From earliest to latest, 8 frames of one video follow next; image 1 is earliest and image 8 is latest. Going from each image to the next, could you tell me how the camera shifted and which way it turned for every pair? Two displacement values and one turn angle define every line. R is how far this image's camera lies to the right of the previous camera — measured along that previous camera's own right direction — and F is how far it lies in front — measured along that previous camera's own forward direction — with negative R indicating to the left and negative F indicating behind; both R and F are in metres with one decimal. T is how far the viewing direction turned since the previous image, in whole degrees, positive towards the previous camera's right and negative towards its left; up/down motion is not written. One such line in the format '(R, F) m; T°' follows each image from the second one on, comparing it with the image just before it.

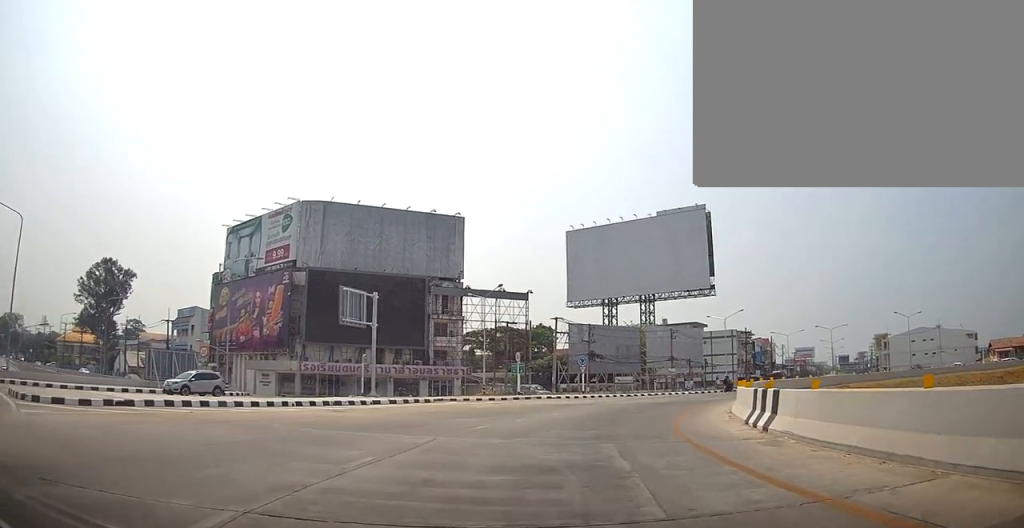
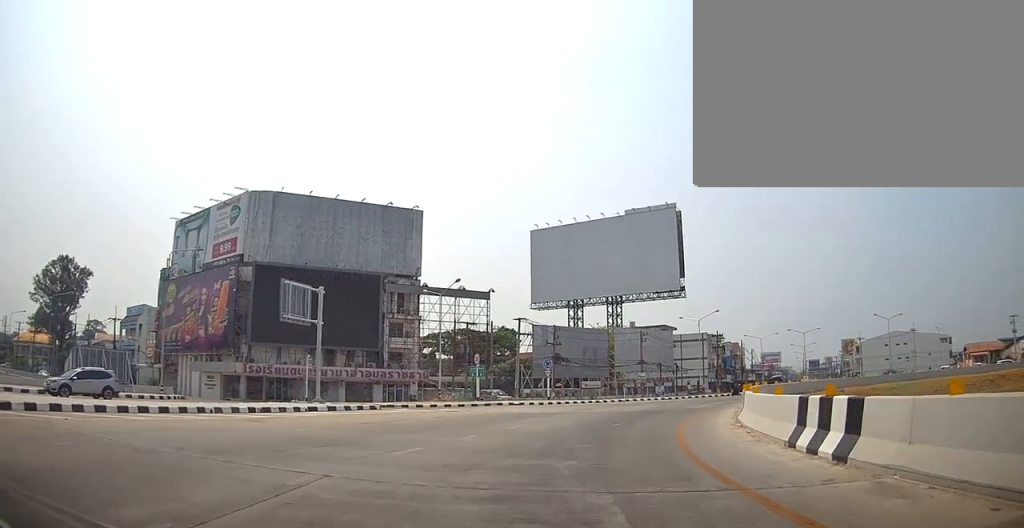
(-0.1, +2.9) m; +2°
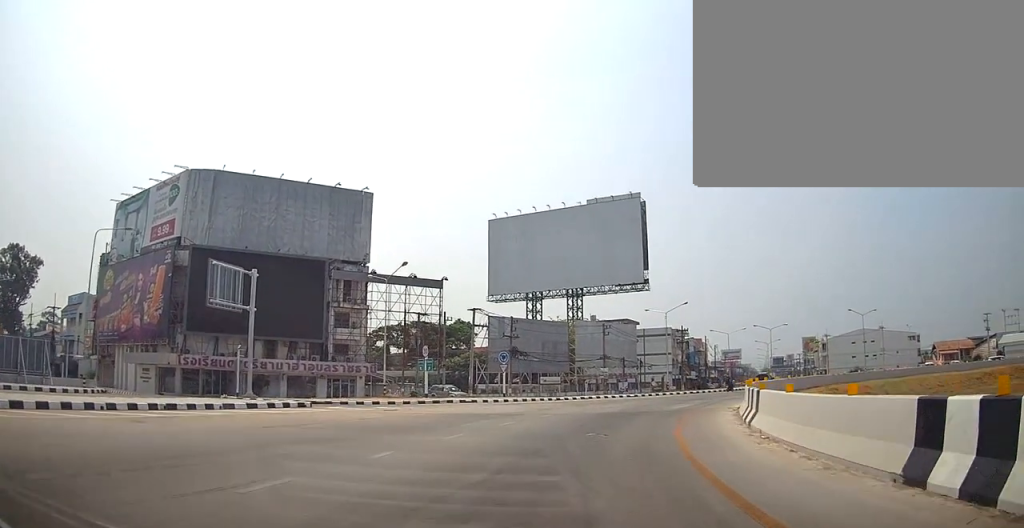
(+0.1, +3.1) m; +5°
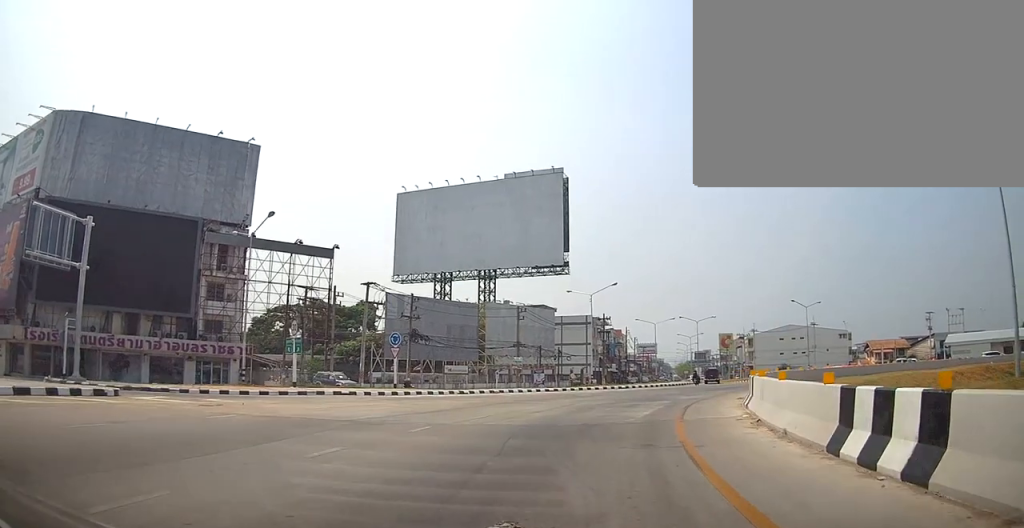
(+0.5, +6.8) m; +7°
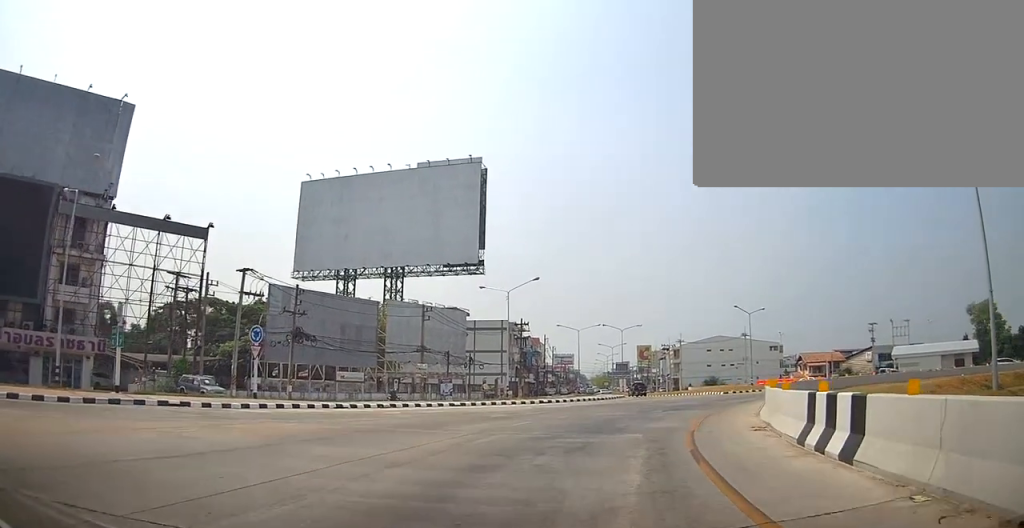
(+0.6, +7.1) m; +11°
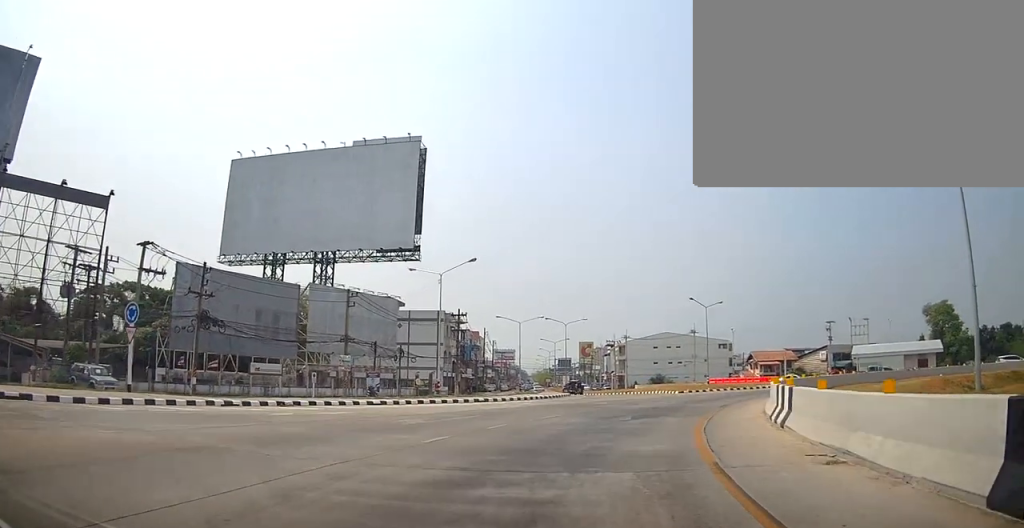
(+0.6, +4.6) m; +3°
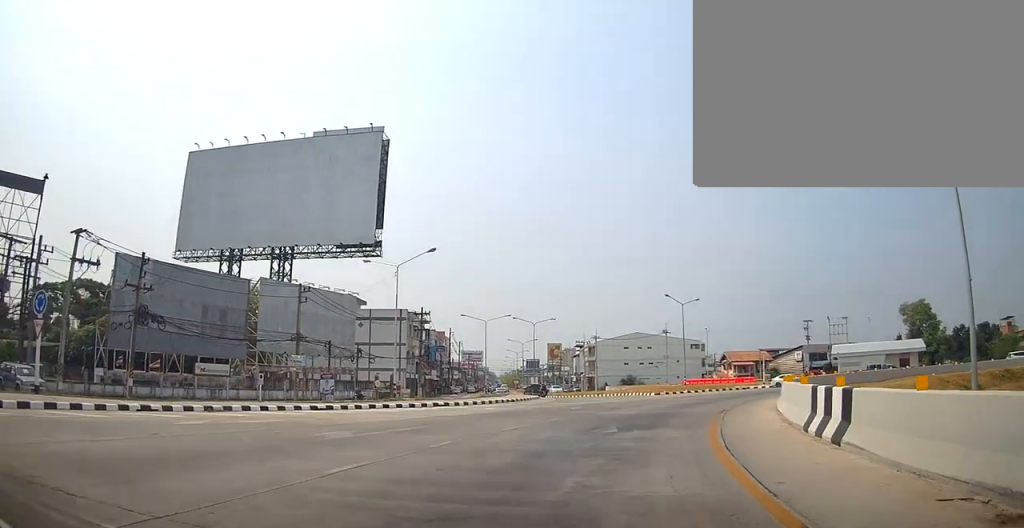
(-0.2, +3.1) m; +1°
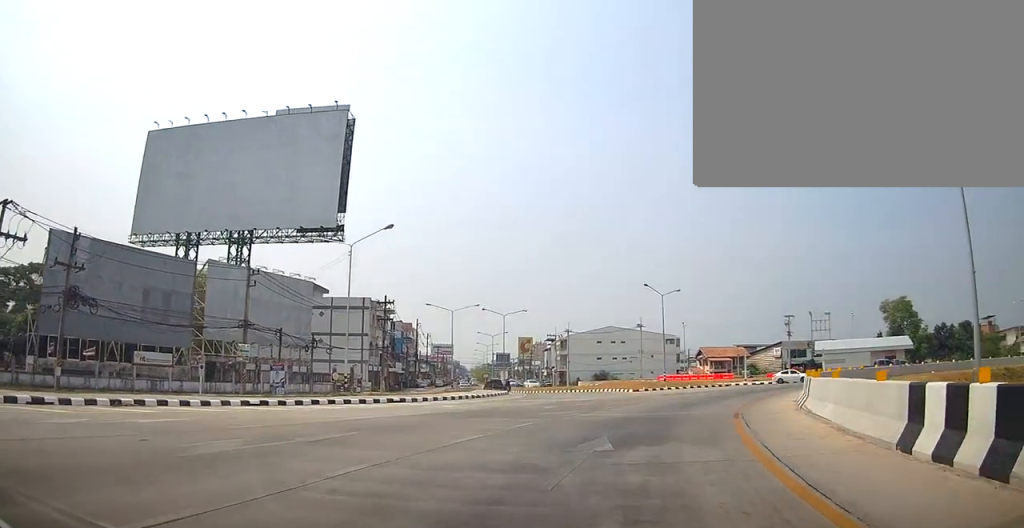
(-0.3, +3.4) m; +1°
